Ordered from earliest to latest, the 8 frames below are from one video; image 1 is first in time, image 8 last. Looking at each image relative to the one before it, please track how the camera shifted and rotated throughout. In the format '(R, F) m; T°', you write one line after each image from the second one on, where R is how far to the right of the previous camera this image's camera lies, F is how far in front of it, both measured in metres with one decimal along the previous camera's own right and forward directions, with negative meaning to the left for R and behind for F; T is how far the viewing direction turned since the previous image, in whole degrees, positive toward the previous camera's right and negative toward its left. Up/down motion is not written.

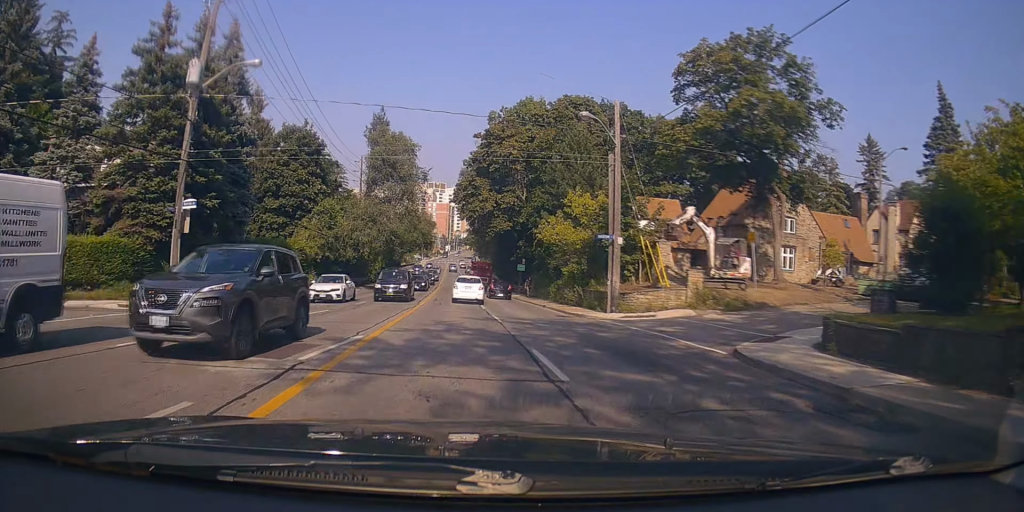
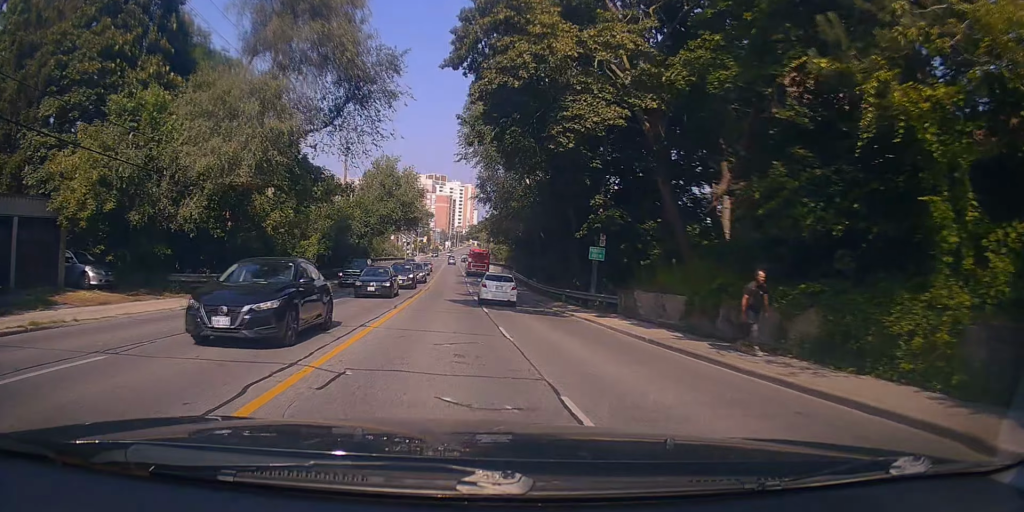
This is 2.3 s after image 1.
(-0.7, +32.0) m; 0°
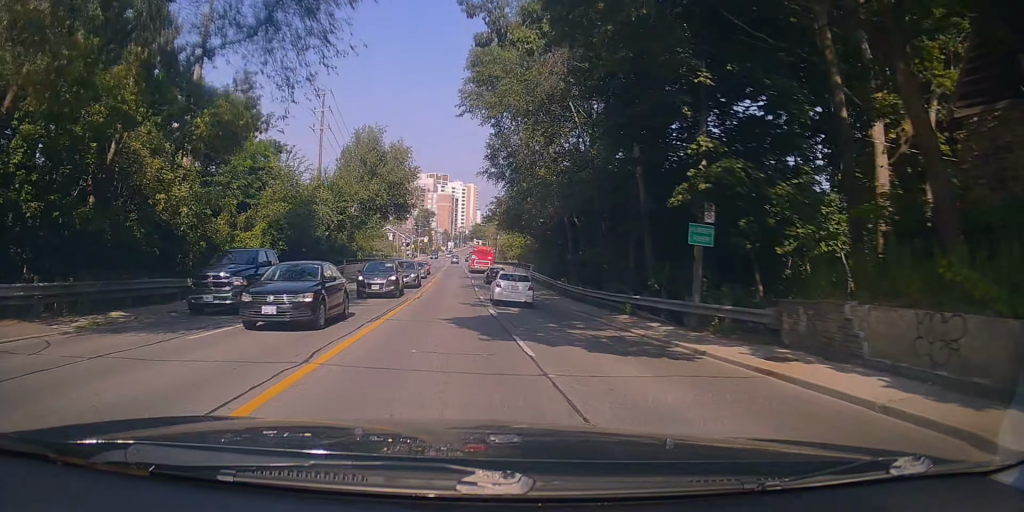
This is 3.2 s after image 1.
(+0.3, +11.6) m; +2°
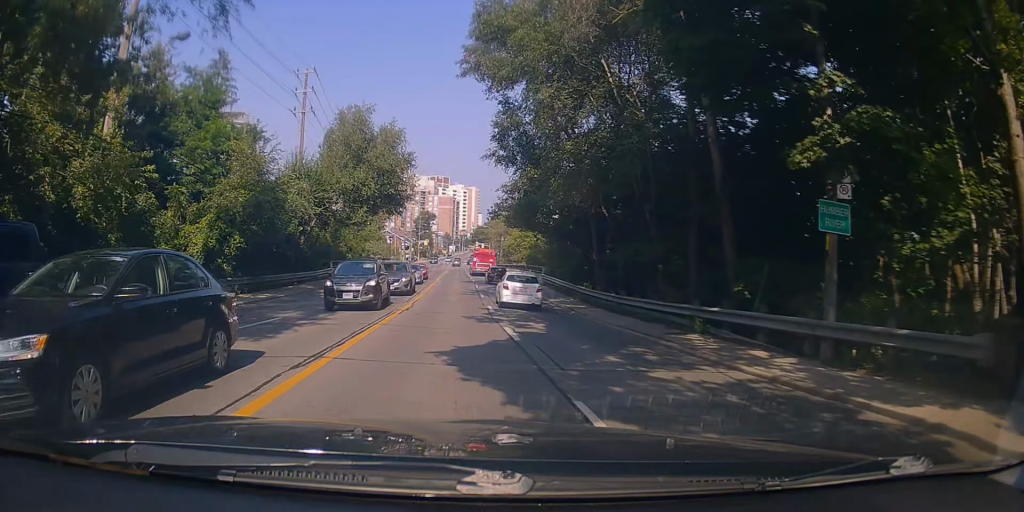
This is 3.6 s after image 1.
(0.0, +6.1) m; 0°
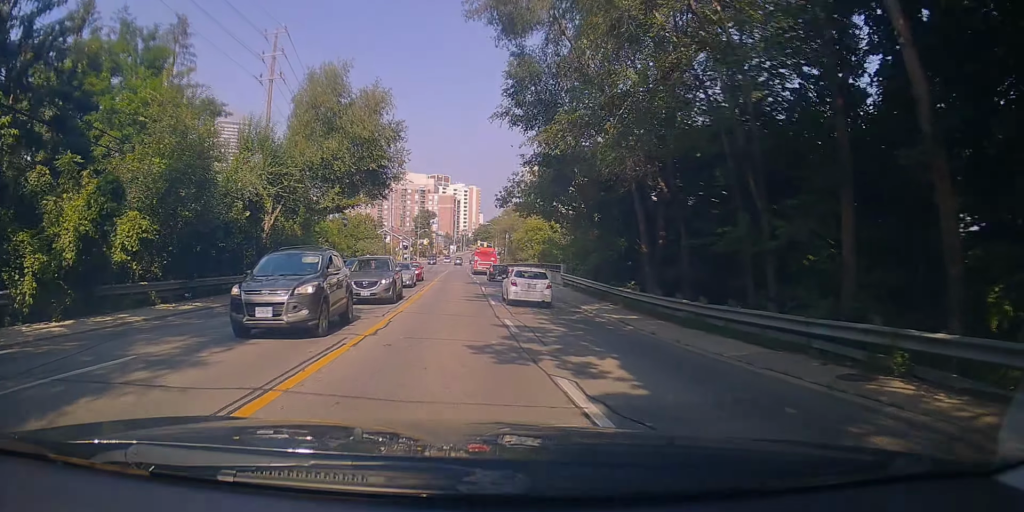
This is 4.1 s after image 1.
(0.0, +7.6) m; 0°
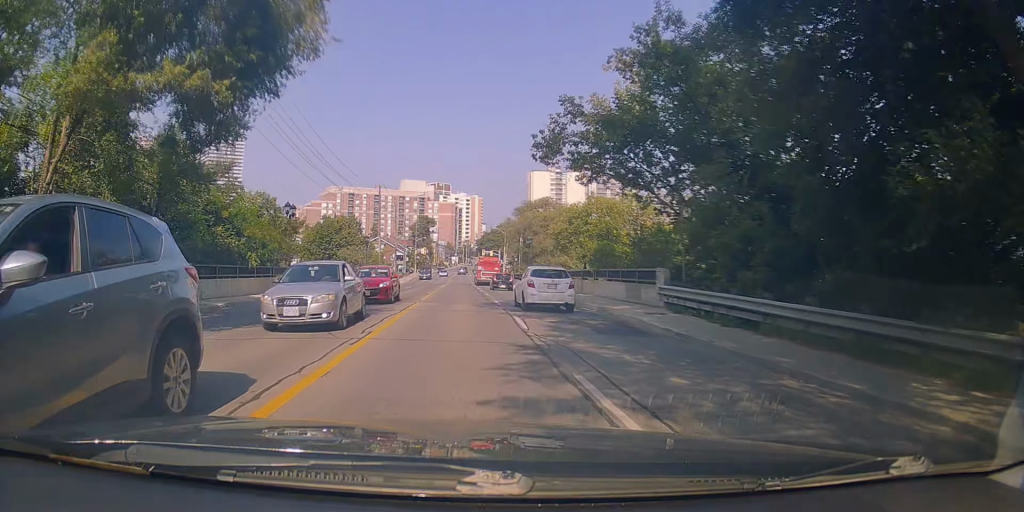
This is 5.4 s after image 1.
(-0.1, +18.1) m; -2°
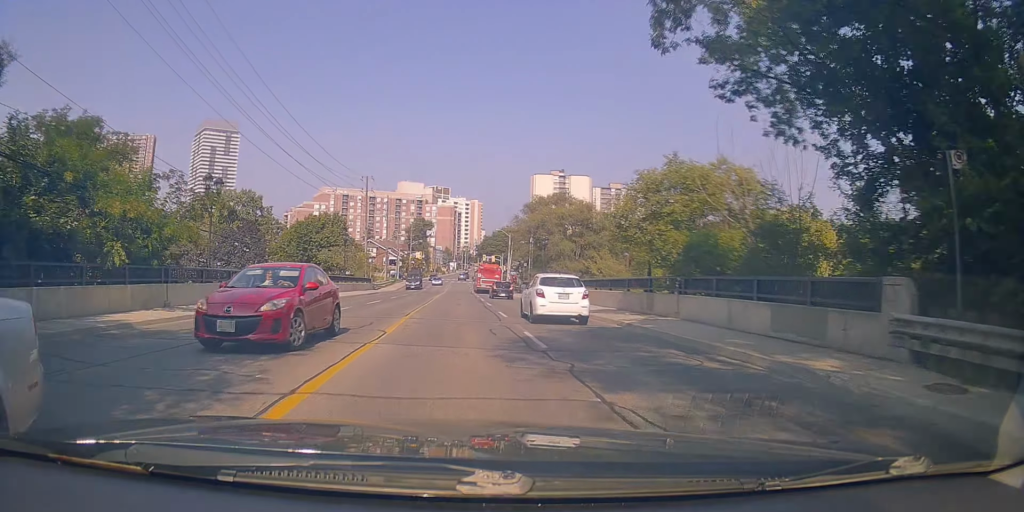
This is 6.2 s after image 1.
(-0.3, +11.9) m; -2°
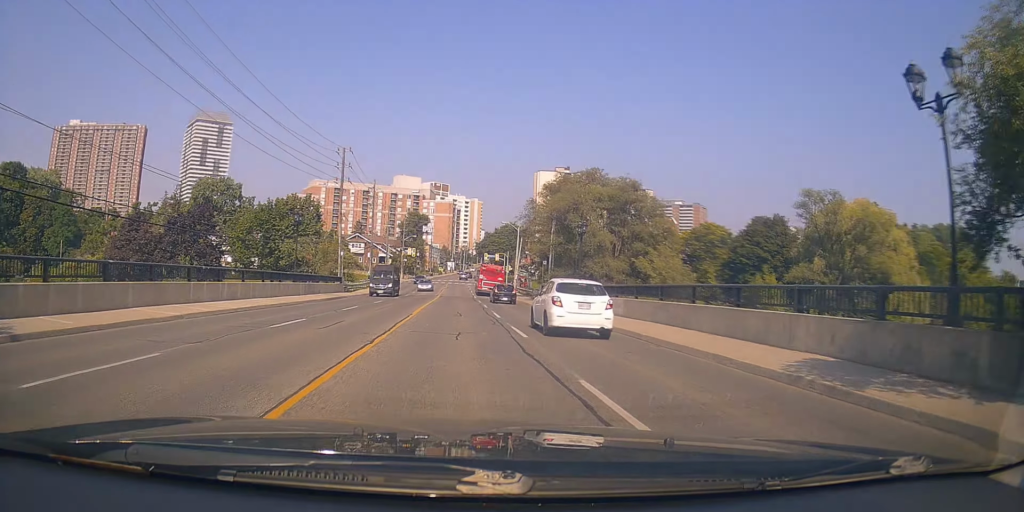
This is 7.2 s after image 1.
(0.0, +15.7) m; +2°
